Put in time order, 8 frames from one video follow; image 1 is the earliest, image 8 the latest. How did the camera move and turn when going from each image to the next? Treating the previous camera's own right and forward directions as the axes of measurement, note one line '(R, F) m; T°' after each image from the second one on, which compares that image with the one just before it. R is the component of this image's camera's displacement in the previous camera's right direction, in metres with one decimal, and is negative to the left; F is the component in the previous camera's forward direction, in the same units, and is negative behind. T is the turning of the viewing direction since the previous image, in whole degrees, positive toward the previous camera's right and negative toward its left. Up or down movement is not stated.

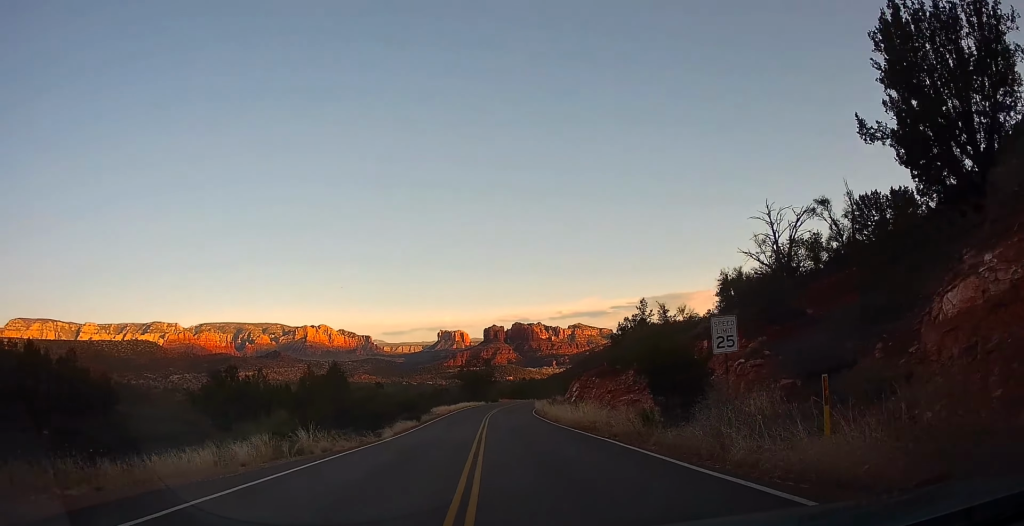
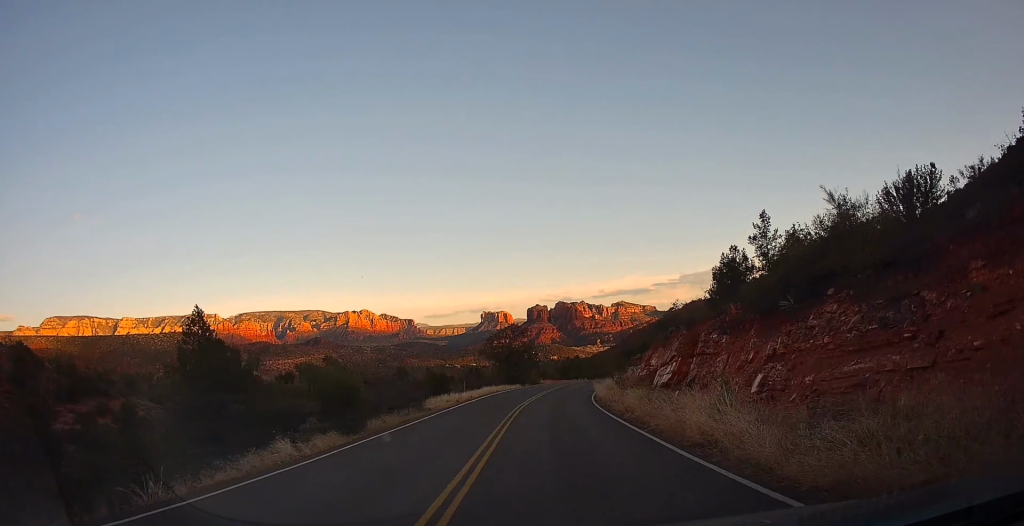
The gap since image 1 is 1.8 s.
(+0.4, +19.3) m; +1°
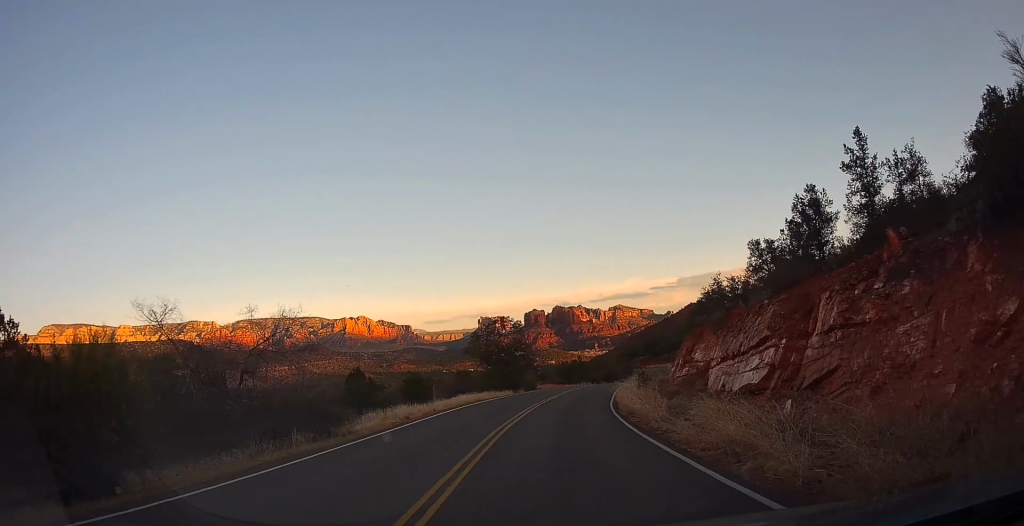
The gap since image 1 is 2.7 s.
(+0.3, +11.0) m; 0°
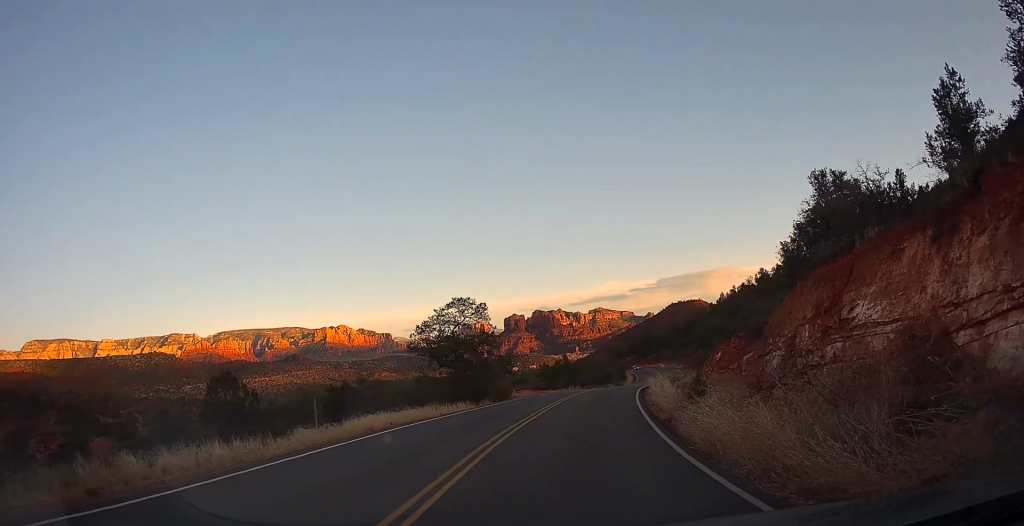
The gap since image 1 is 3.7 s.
(-0.3, +15.2) m; 0°
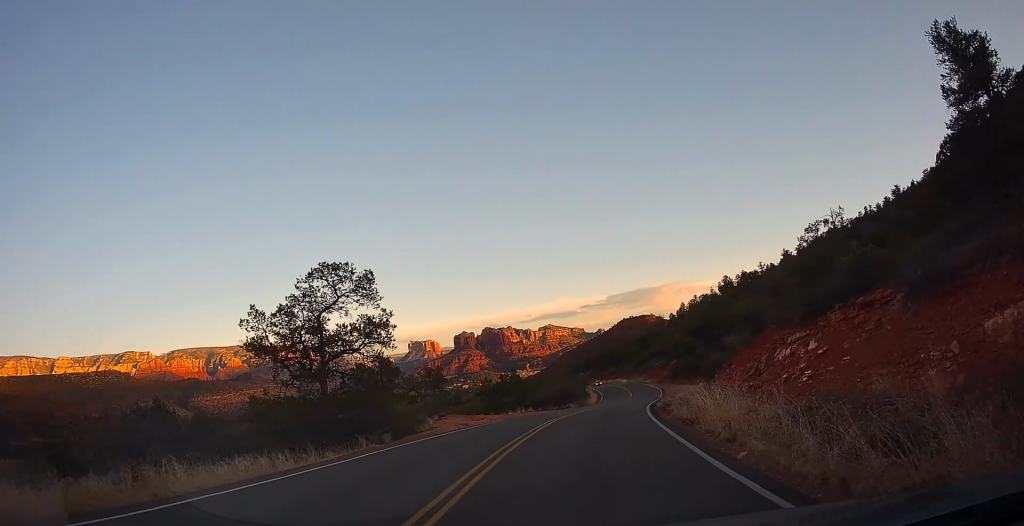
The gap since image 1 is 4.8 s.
(+0.4, +16.7) m; +4°
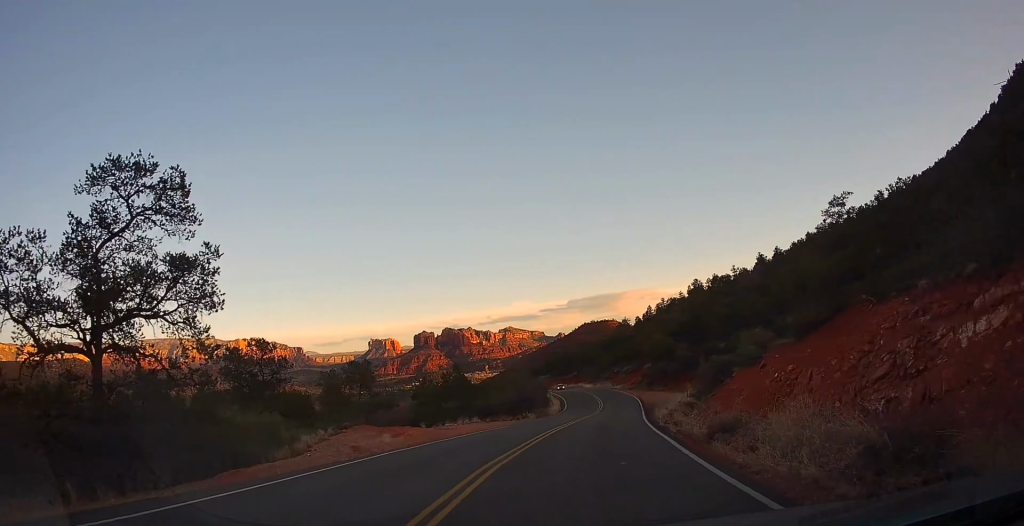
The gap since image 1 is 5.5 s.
(+0.4, +11.6) m; +3°
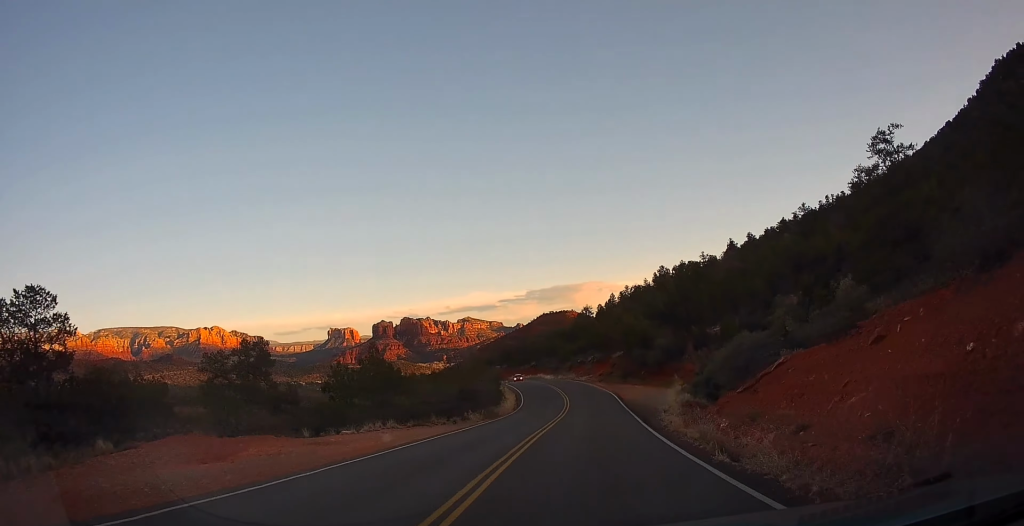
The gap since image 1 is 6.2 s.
(+0.2, +11.9) m; +2°
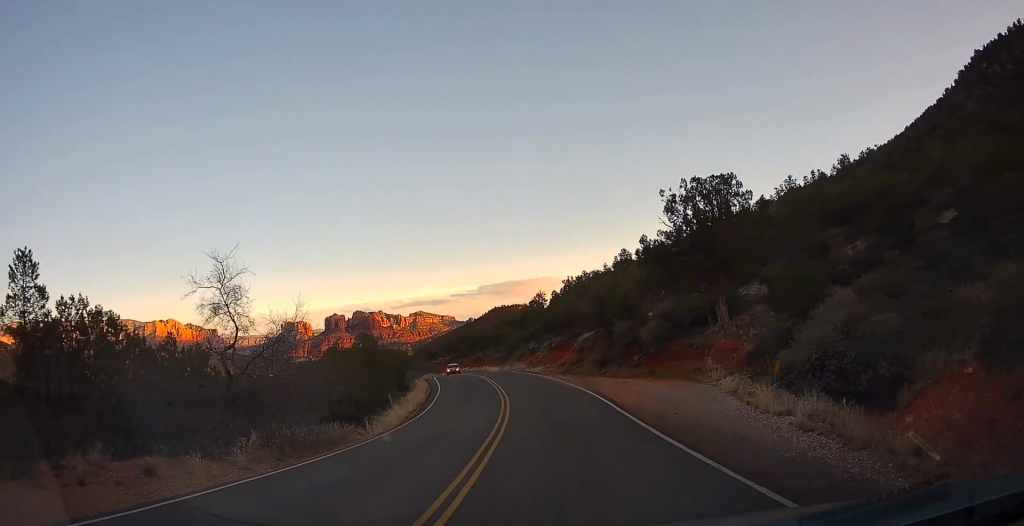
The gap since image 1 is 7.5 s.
(+1.0, +22.4) m; +6°
